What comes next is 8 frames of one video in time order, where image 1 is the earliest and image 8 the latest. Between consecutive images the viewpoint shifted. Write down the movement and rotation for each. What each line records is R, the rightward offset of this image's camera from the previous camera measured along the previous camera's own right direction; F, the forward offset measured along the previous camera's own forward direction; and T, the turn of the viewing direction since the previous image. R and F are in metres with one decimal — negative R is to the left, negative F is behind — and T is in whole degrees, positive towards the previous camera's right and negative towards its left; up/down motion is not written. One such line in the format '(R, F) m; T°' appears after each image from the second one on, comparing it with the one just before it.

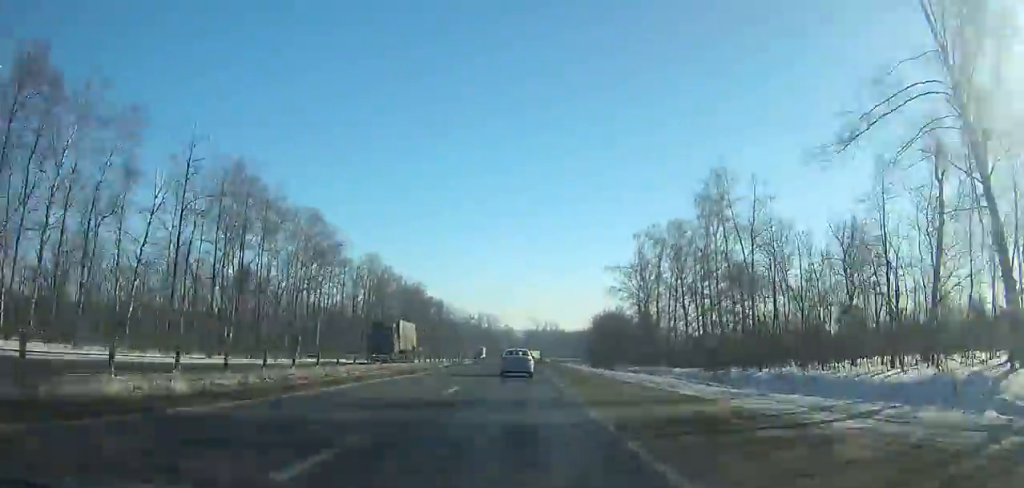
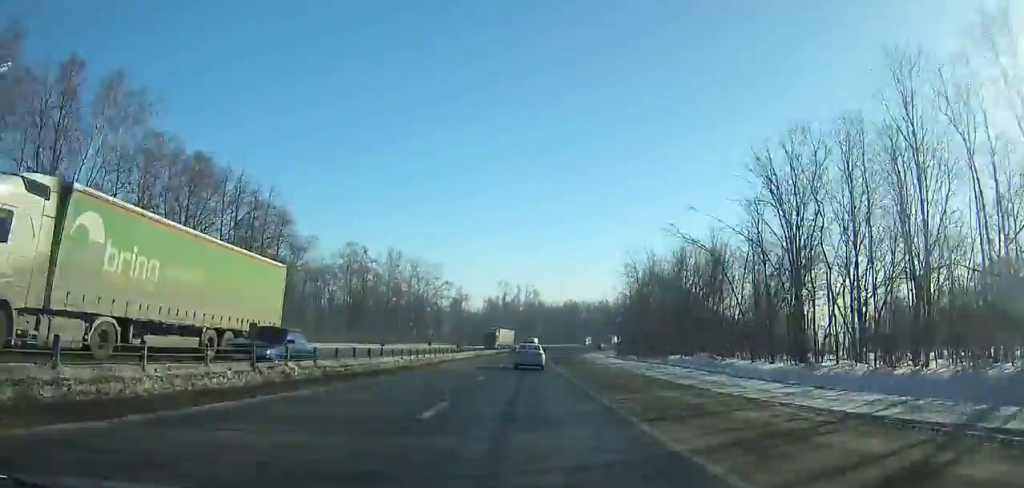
(+2.6, +127.4) m; +5°
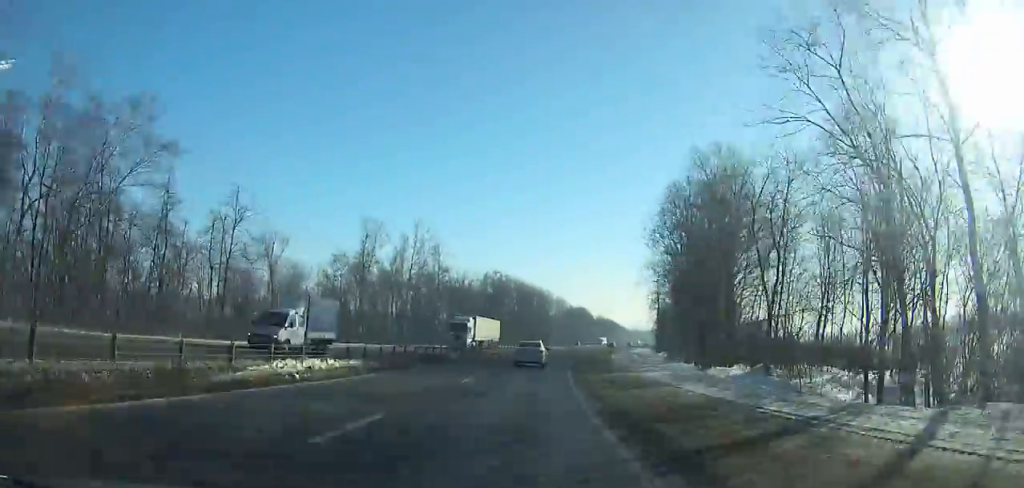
(+7.6, +98.3) m; +10°
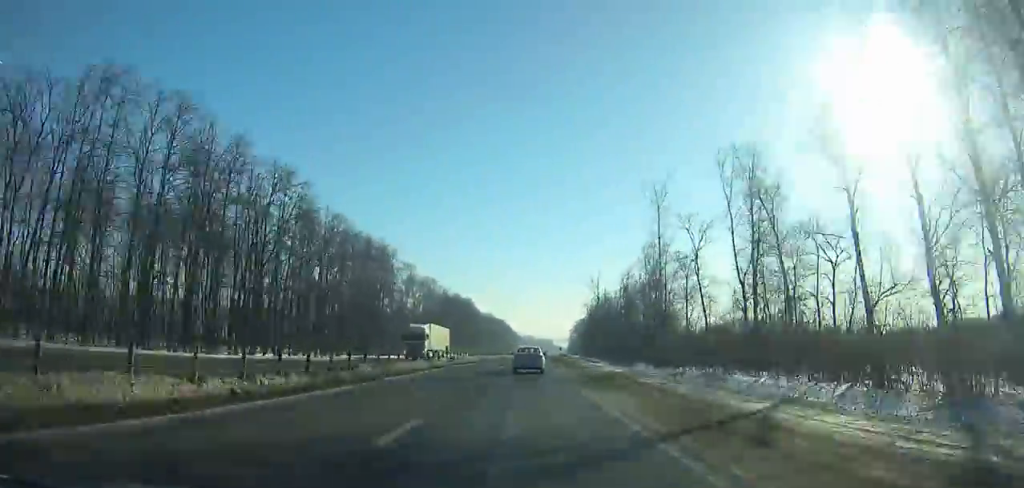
(+9.3, +107.3) m; +8°
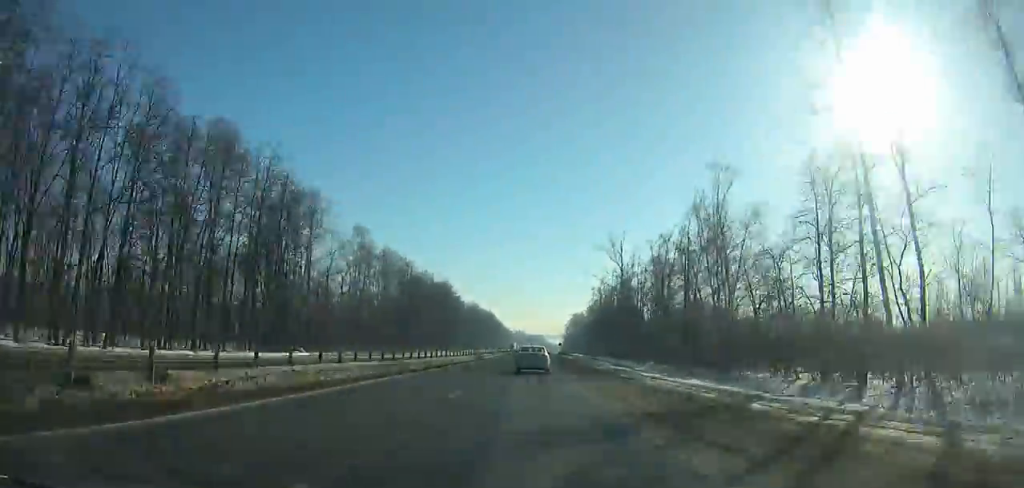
(+0.9, +40.3) m; +1°
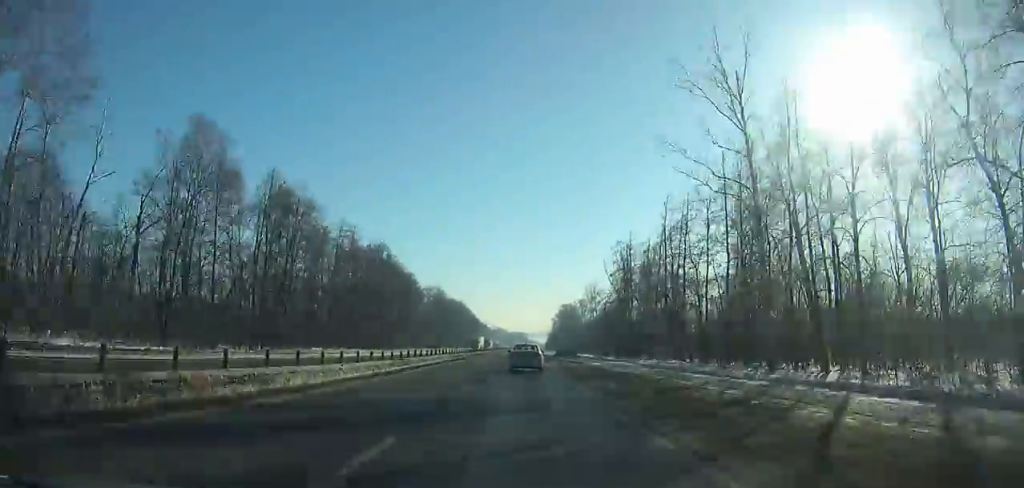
(+0.8, +57.9) m; +1°
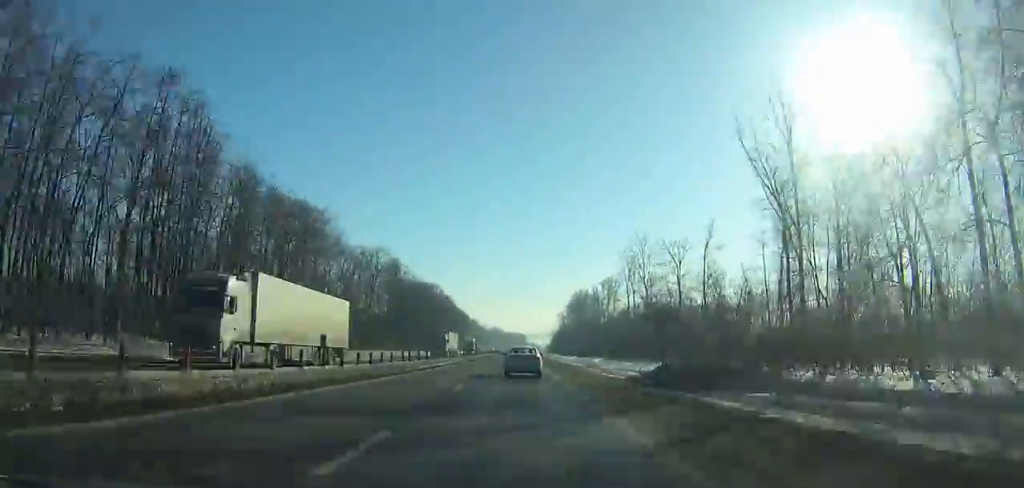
(+0.7, +70.4) m; +1°
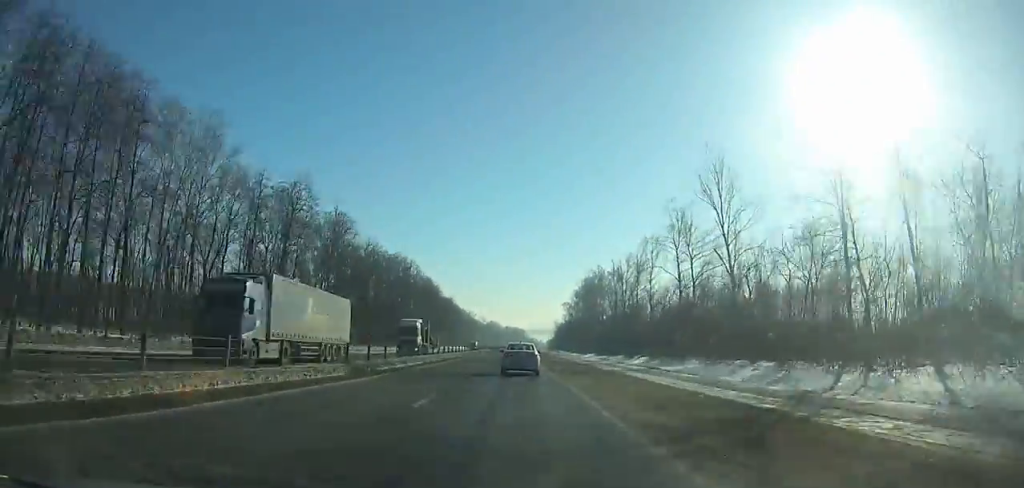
(0.0, +42.7) m; 0°
